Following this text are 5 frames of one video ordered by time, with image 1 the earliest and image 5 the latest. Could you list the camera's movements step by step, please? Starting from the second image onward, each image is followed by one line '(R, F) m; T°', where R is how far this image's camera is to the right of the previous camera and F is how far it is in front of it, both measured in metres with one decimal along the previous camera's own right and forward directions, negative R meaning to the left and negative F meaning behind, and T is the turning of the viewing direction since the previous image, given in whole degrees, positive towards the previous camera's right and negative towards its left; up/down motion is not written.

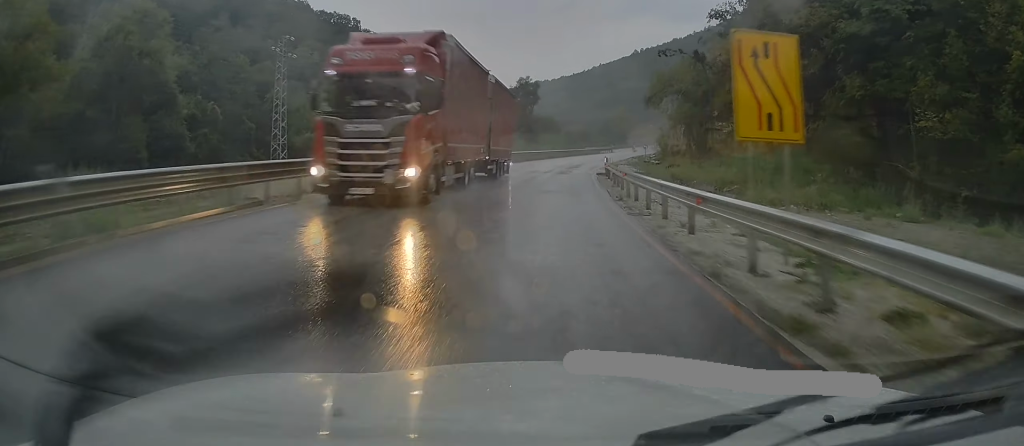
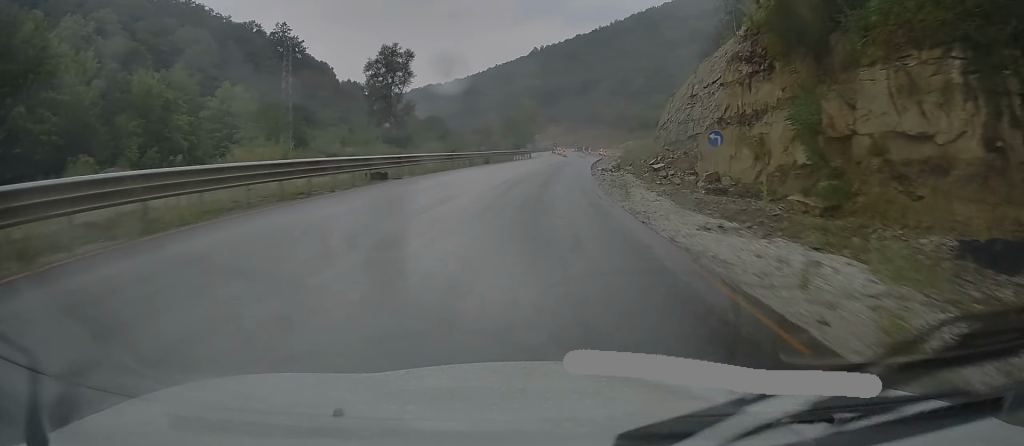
(+3.3, +57.2) m; +8°
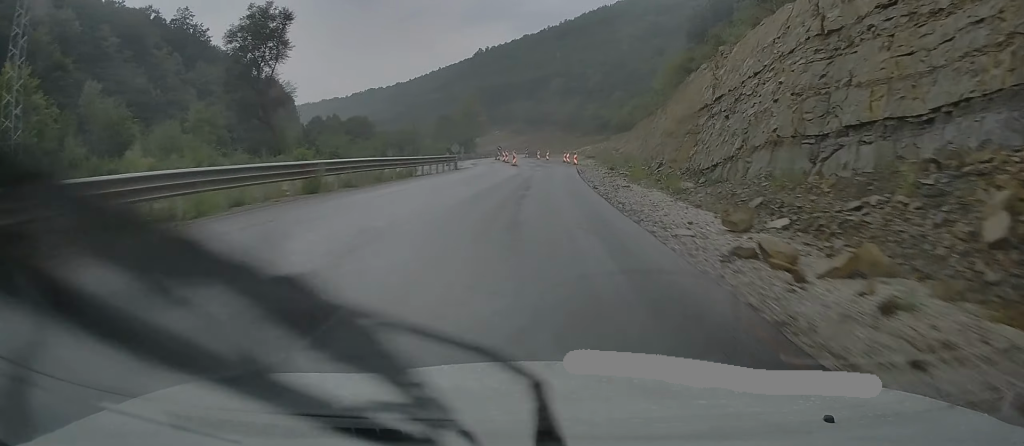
(+2.4, +35.1) m; +6°
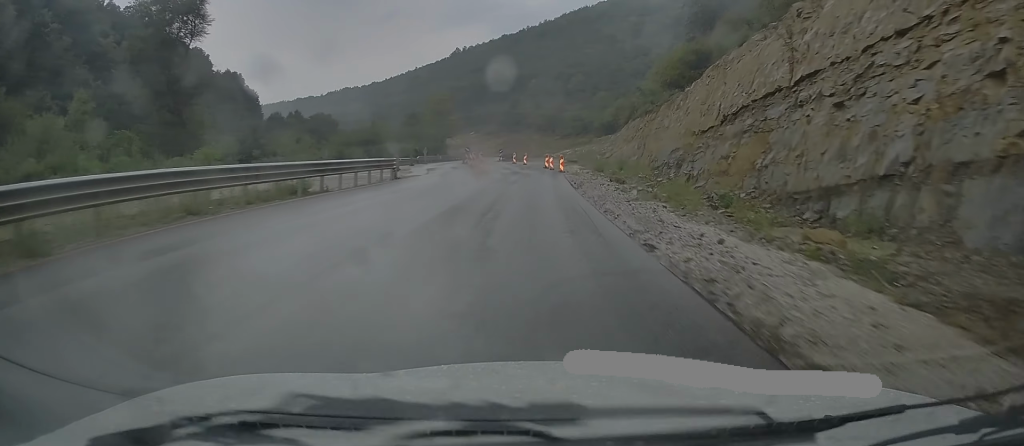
(+0.4, +14.7) m; +3°
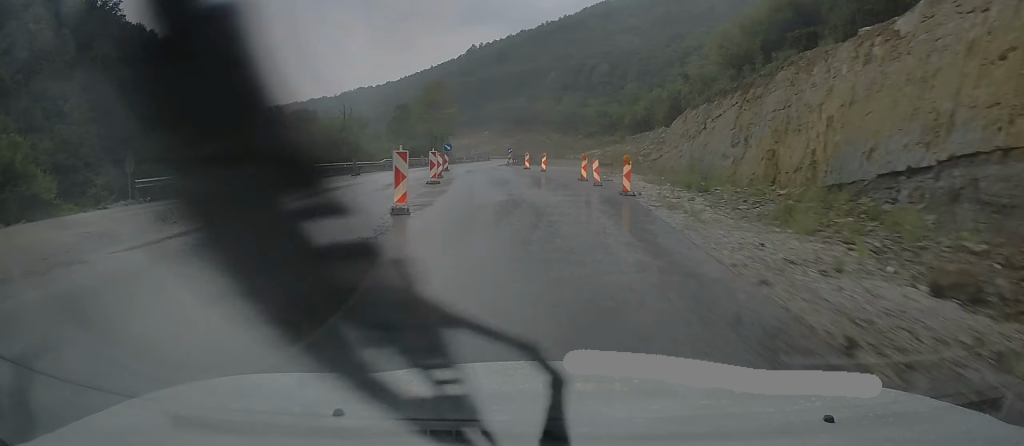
(+1.1, +28.7) m; +2°
